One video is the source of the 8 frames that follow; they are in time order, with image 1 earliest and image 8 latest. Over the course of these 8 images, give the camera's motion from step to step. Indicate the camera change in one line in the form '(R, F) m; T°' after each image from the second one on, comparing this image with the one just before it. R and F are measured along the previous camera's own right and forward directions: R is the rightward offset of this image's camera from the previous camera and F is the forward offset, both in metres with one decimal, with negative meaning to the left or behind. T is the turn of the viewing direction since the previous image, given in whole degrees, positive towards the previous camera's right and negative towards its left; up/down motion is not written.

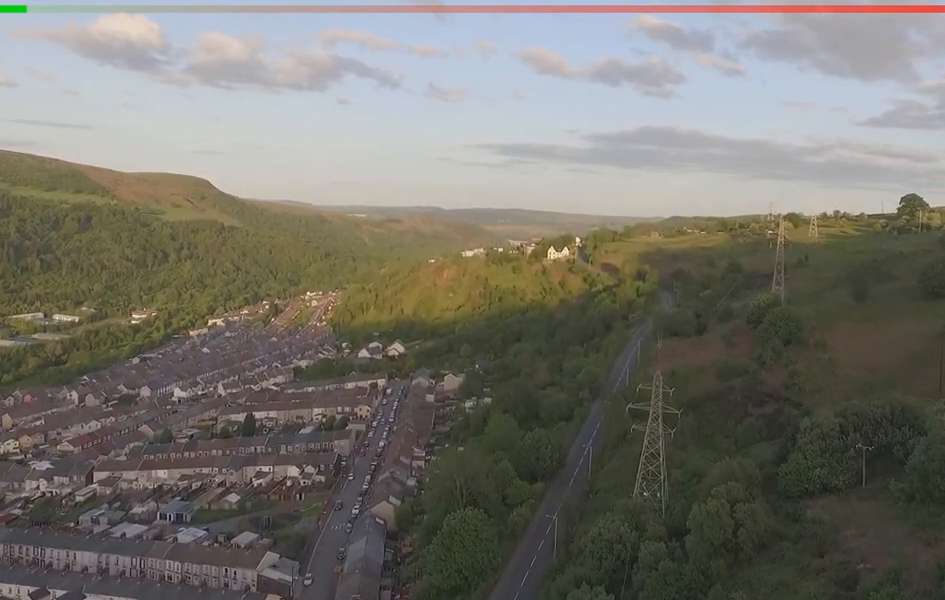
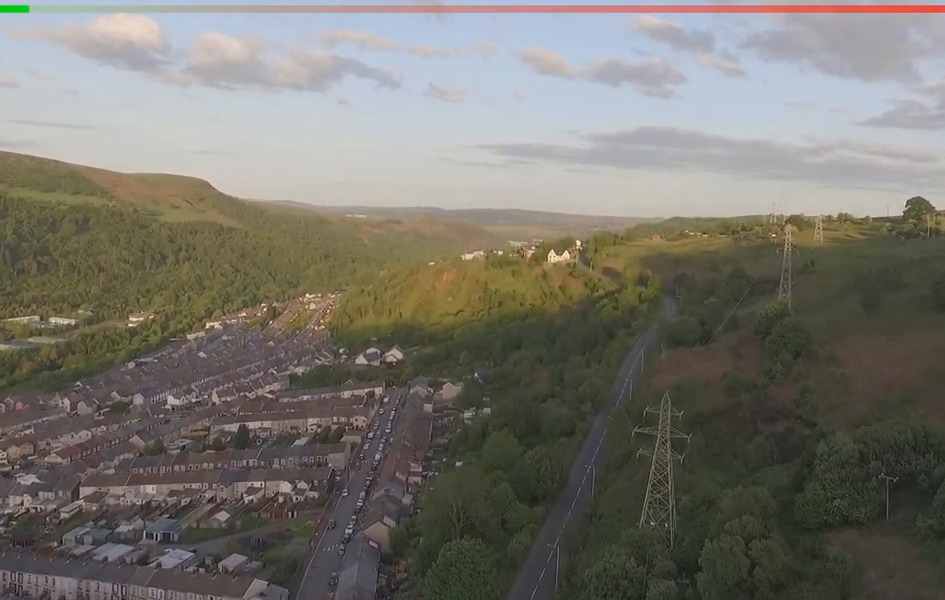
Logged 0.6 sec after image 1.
(-0.1, +9.7) m; -1°
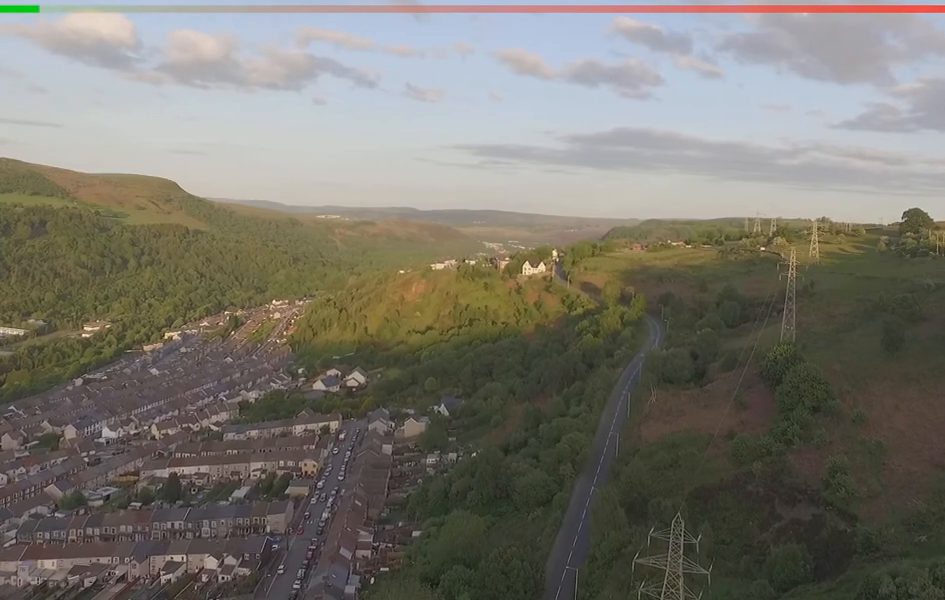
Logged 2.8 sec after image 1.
(-1.1, +38.1) m; -2°
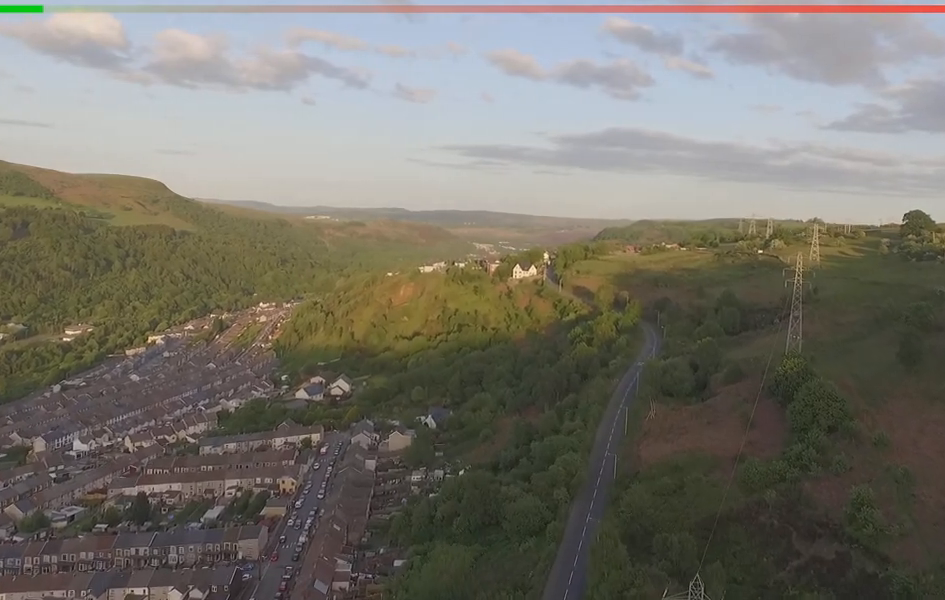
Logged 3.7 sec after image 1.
(0.0, +15.6) m; -1°
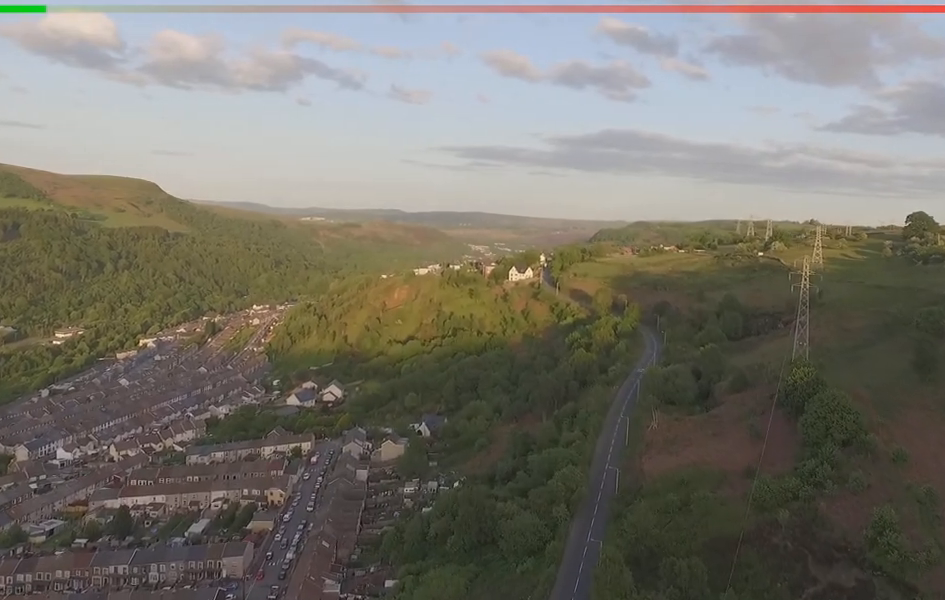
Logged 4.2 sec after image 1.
(0.0, +9.7) m; -1°
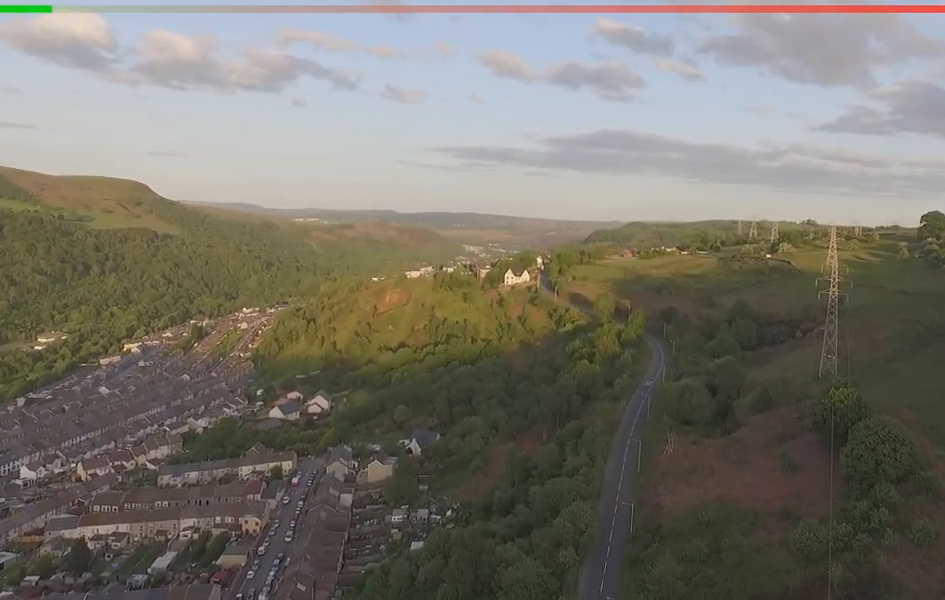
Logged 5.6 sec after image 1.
(-0.6, +23.0) m; -2°
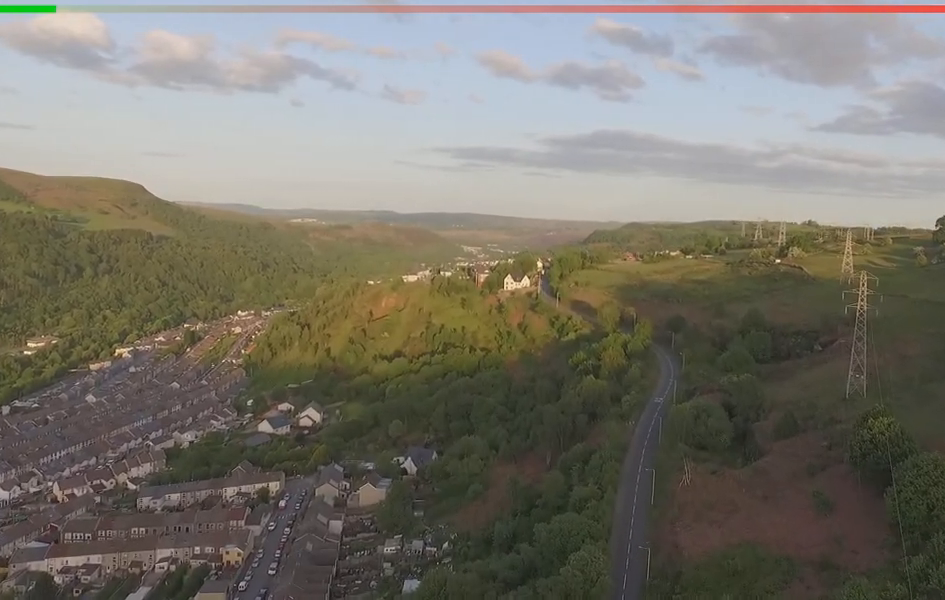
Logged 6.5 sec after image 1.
(-0.1, +16.9) m; 0°
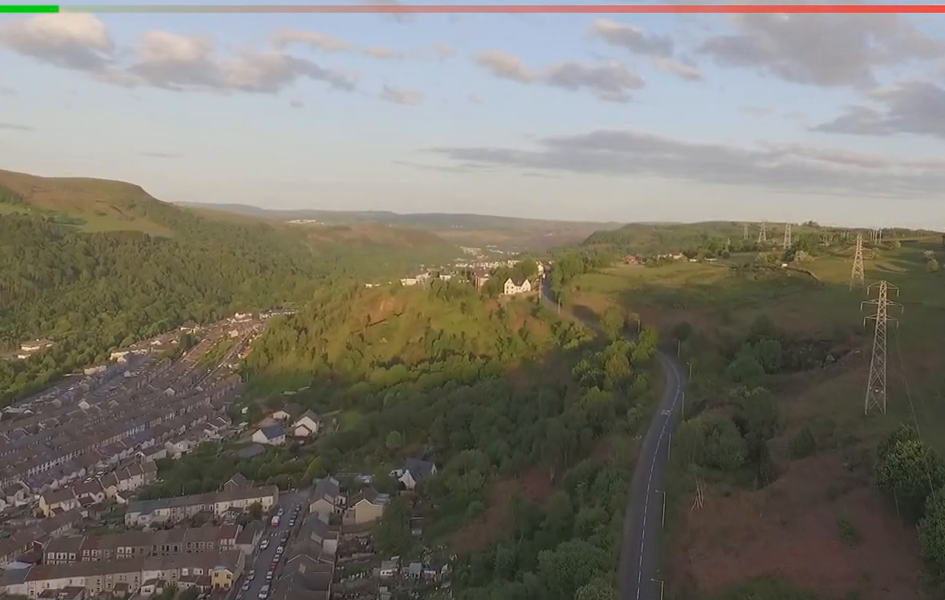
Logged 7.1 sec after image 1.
(-0.1, +9.9) m; 0°
